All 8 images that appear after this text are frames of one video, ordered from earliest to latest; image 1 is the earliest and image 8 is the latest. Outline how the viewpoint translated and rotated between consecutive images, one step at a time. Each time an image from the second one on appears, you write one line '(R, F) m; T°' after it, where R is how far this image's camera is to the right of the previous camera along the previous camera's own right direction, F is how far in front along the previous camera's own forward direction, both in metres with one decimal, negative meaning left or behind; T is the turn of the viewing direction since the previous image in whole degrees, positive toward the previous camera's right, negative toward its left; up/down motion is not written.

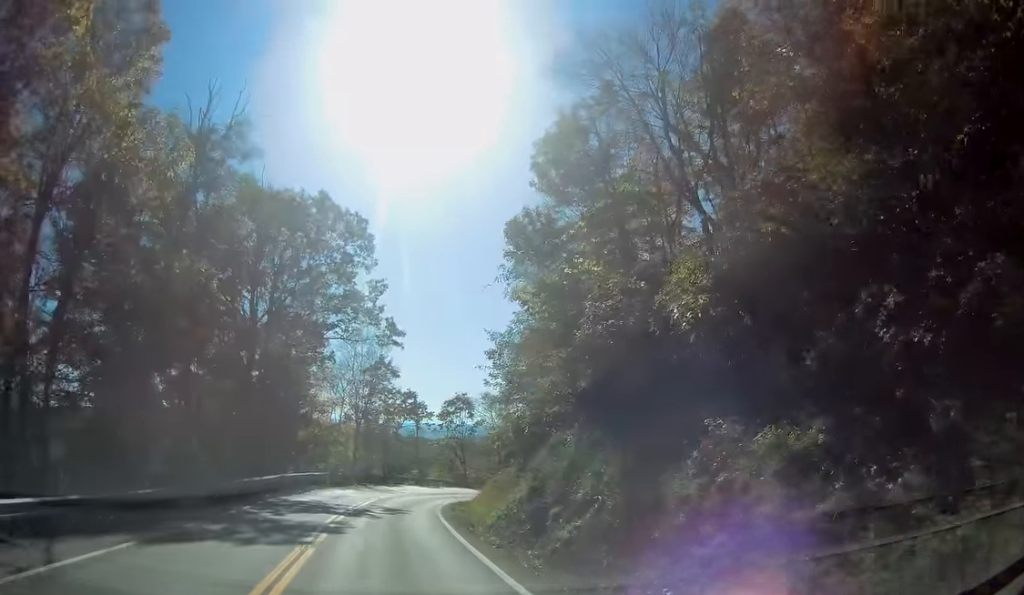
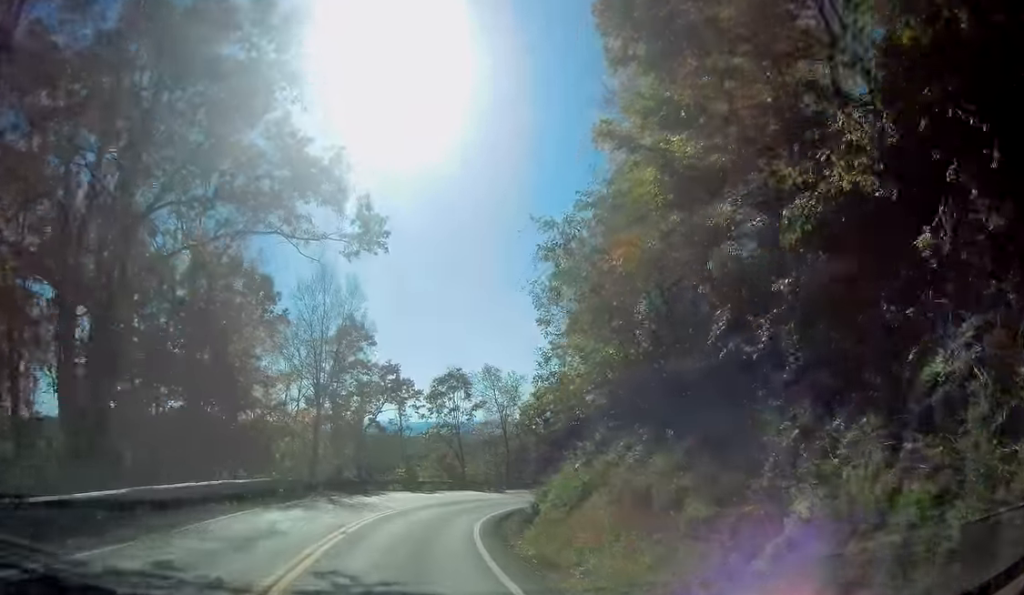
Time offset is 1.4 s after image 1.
(+0.3, +19.9) m; +2°
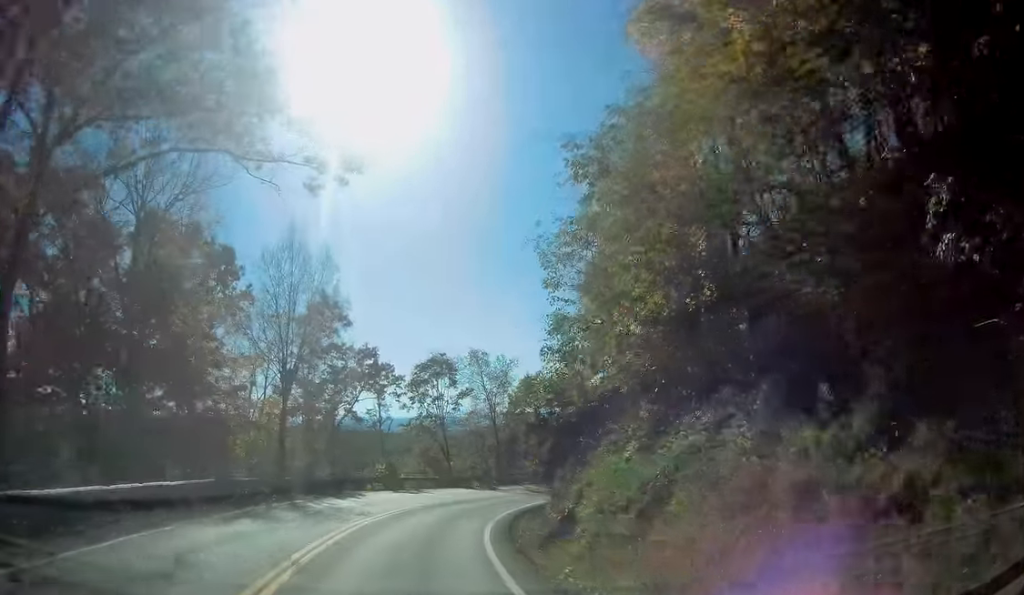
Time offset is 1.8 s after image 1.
(0.0, +5.9) m; +1°
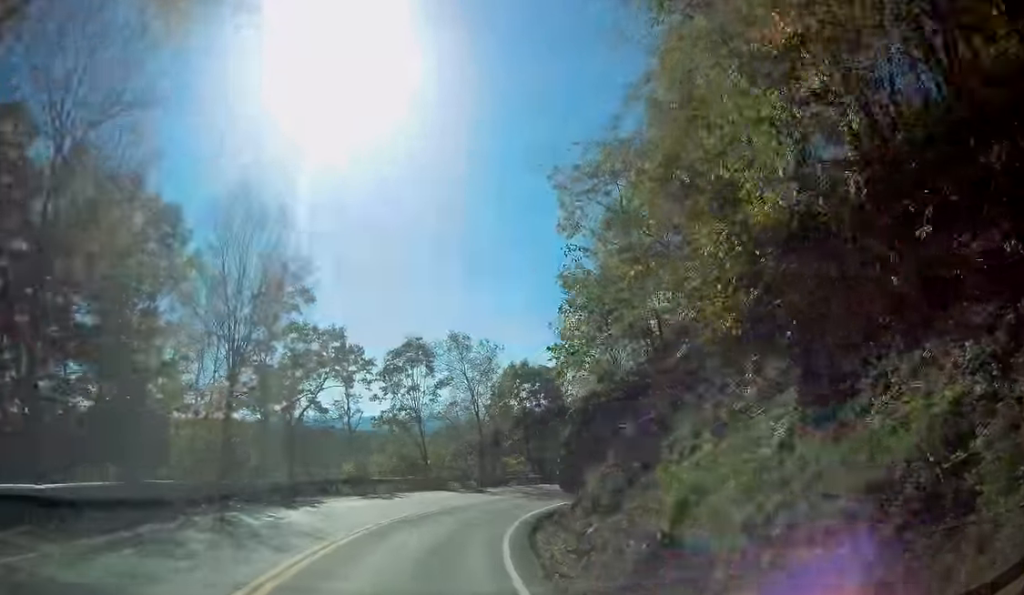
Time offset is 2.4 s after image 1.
(0.0, +7.5) m; +2°
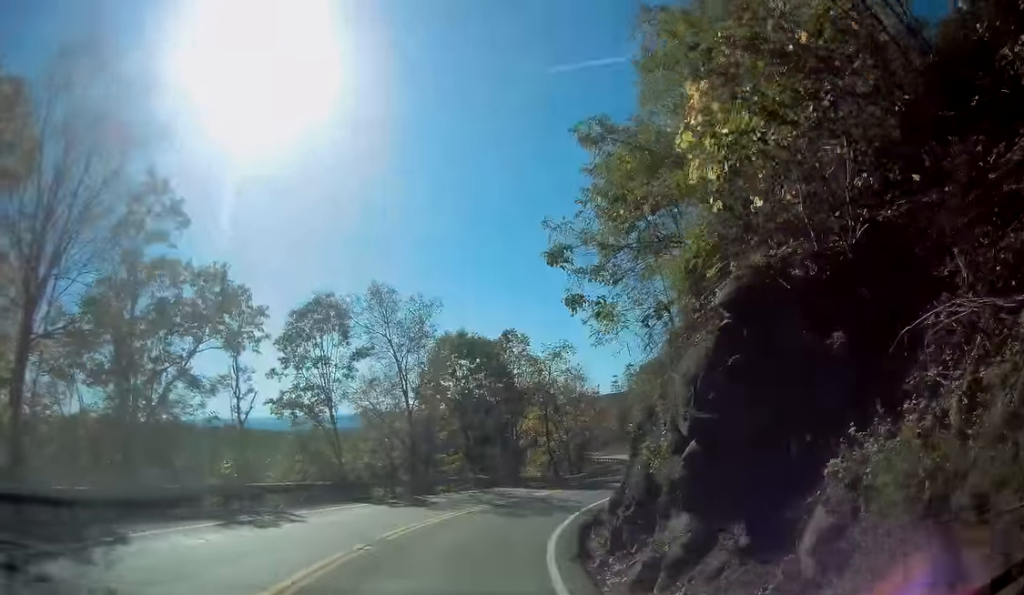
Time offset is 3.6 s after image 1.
(+0.8, +14.4) m; +9°
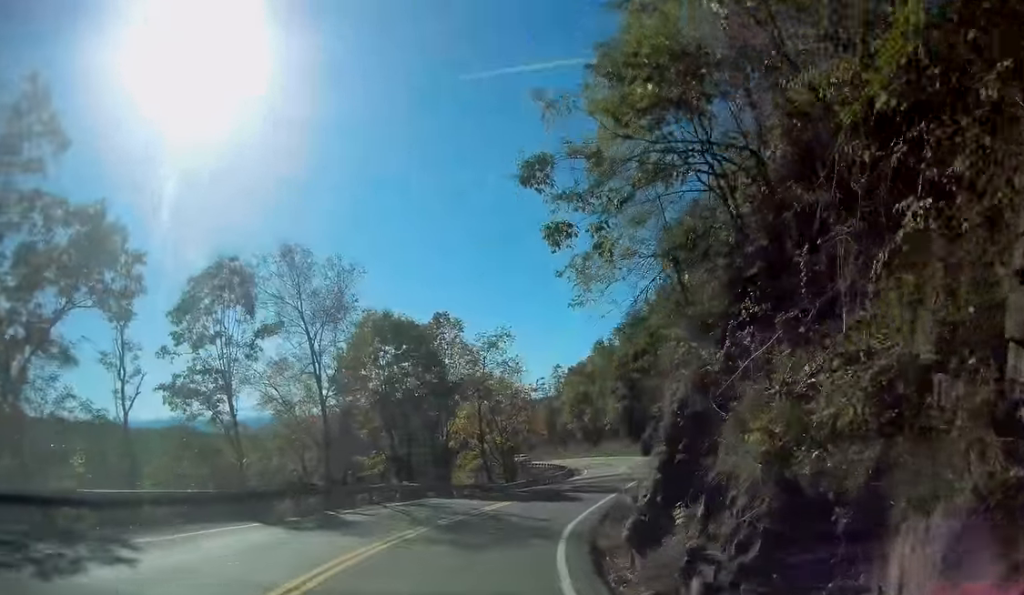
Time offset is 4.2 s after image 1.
(+0.4, +7.9) m; +7°
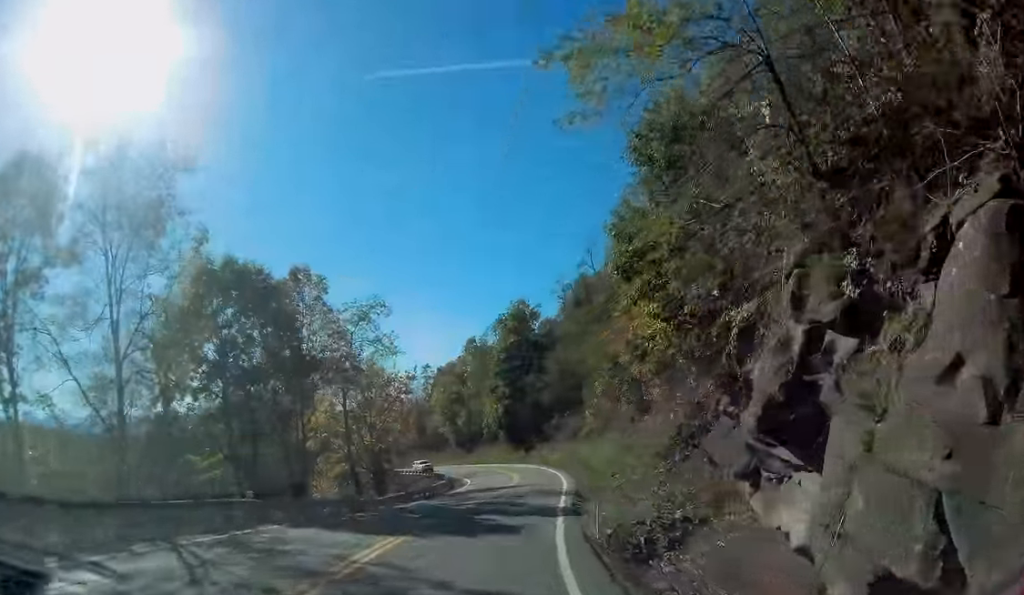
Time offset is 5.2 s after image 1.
(+0.9, +11.7) m; +9°
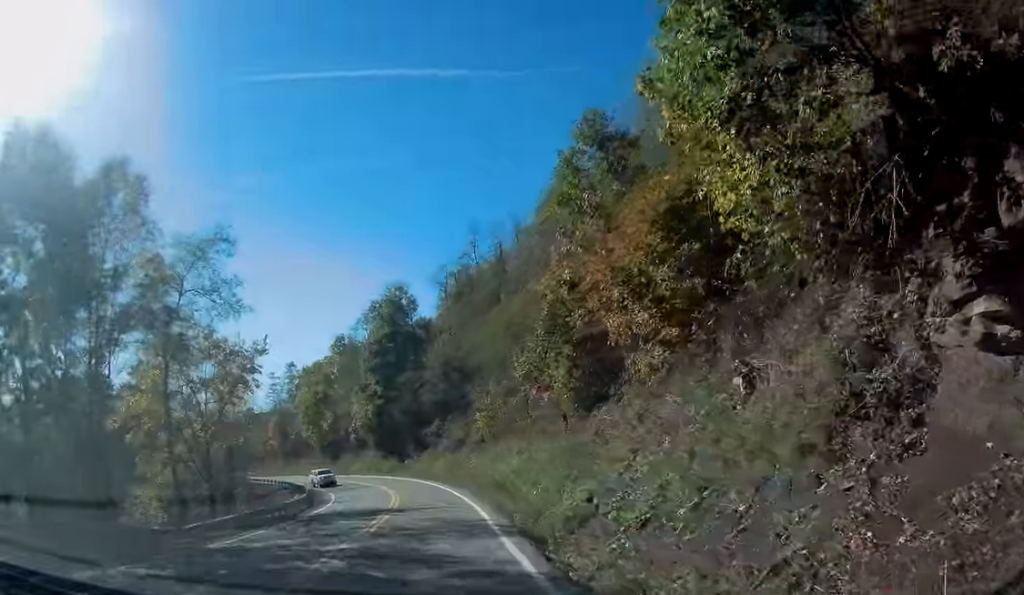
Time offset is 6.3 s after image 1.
(+1.3, +13.1) m; +12°
